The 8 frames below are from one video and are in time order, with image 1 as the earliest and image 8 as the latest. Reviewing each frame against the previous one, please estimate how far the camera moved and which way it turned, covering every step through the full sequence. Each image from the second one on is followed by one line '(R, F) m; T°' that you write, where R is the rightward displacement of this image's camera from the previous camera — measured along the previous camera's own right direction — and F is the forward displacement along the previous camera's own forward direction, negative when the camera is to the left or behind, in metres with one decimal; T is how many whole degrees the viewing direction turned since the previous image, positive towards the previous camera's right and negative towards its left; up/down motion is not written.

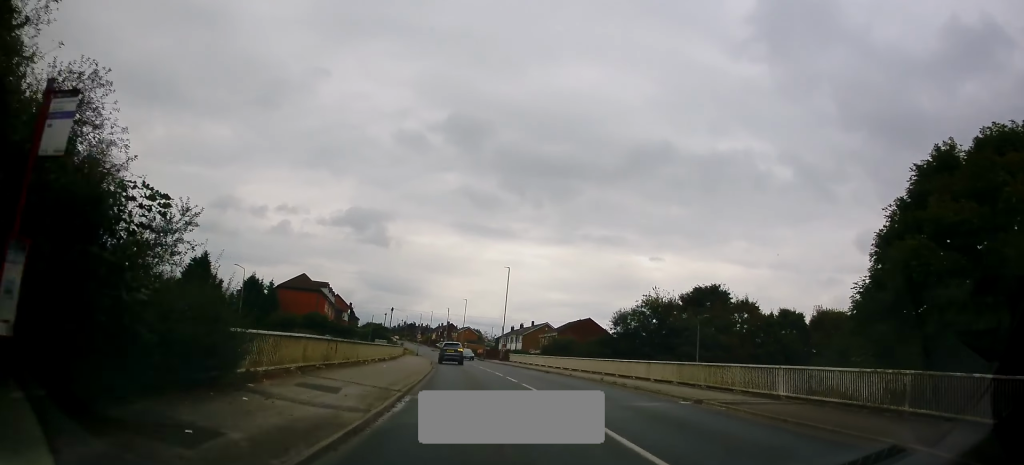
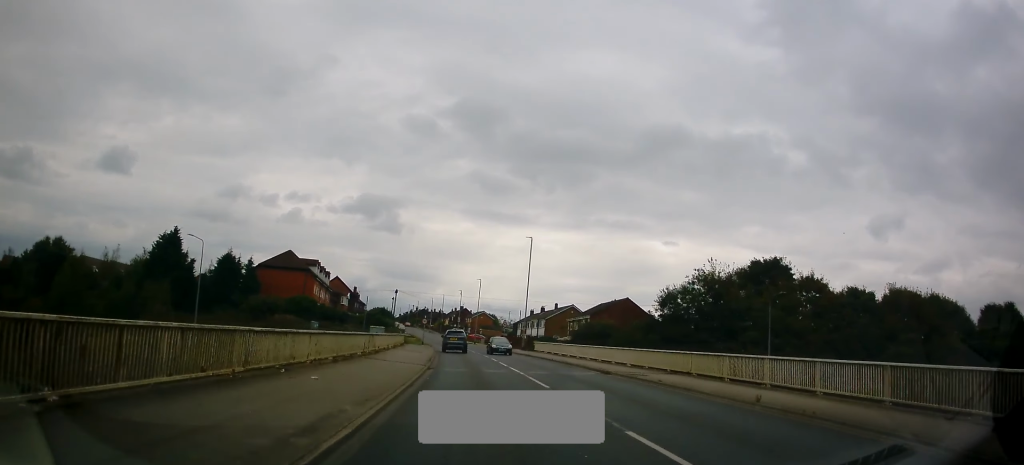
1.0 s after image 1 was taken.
(-0.1, +13.2) m; 0°
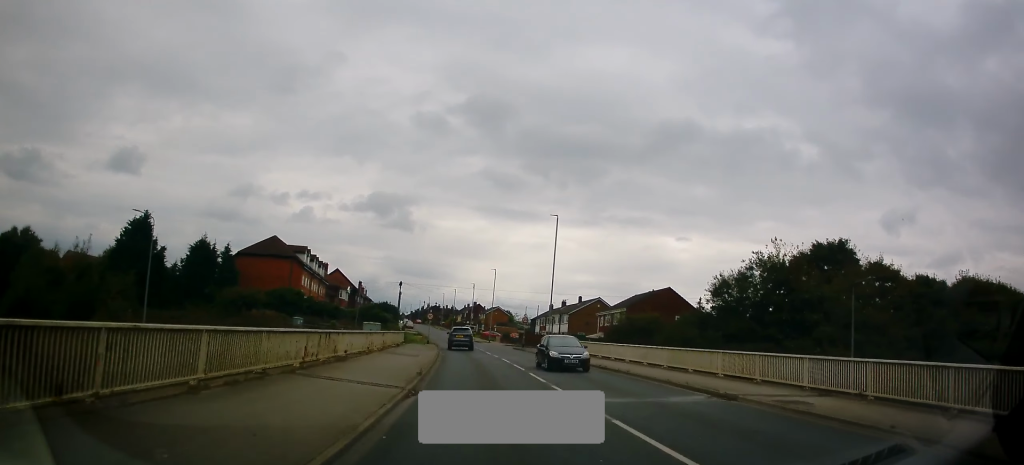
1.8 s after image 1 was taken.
(+0.1, +10.7) m; -1°
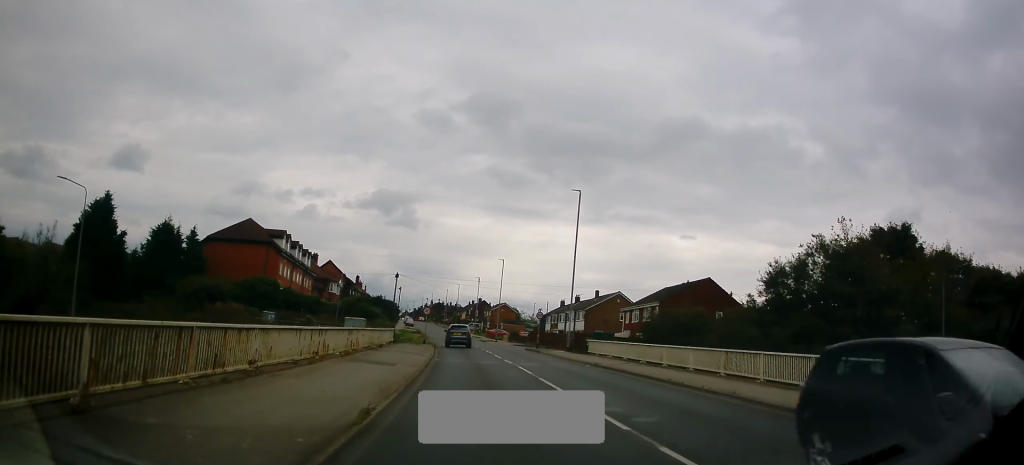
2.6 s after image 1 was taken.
(-0.3, +8.7) m; -3°
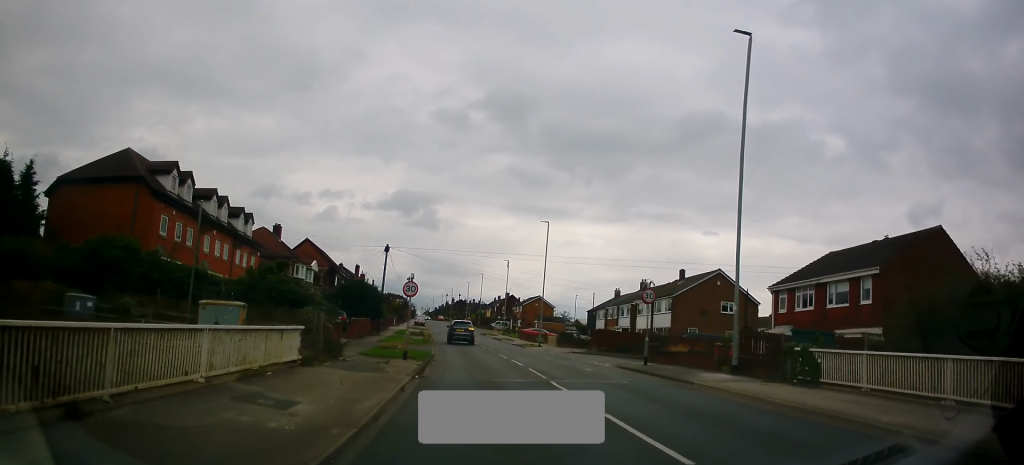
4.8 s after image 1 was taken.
(+0.1, +24.6) m; 0°
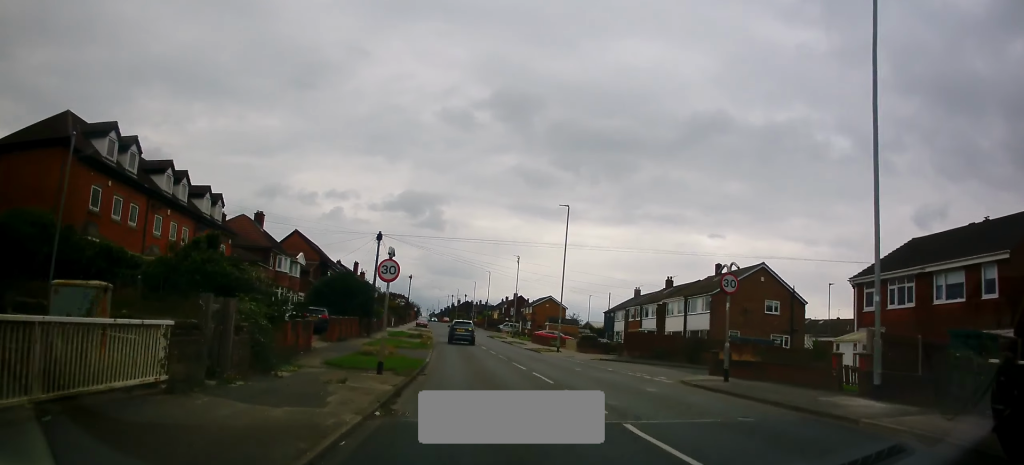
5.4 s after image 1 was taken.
(-0.3, +6.5) m; -2°
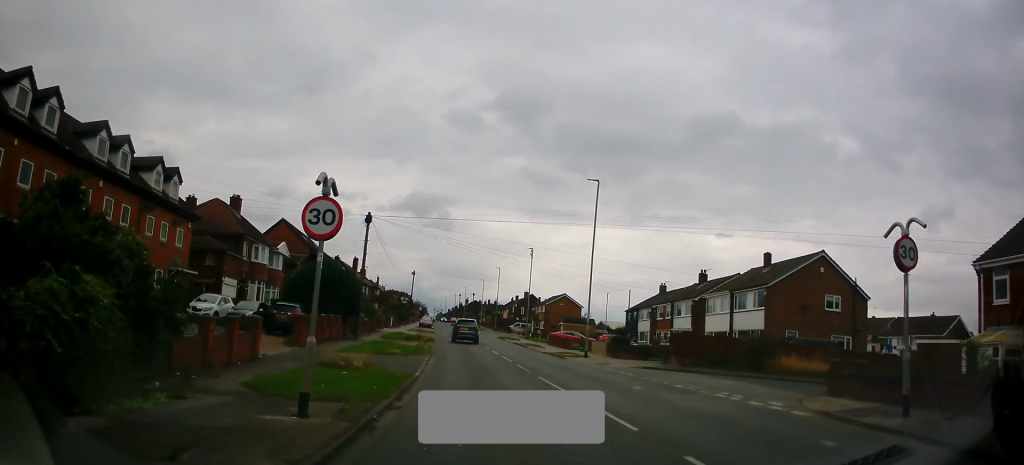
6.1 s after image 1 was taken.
(-0.1, +6.6) m; -1°
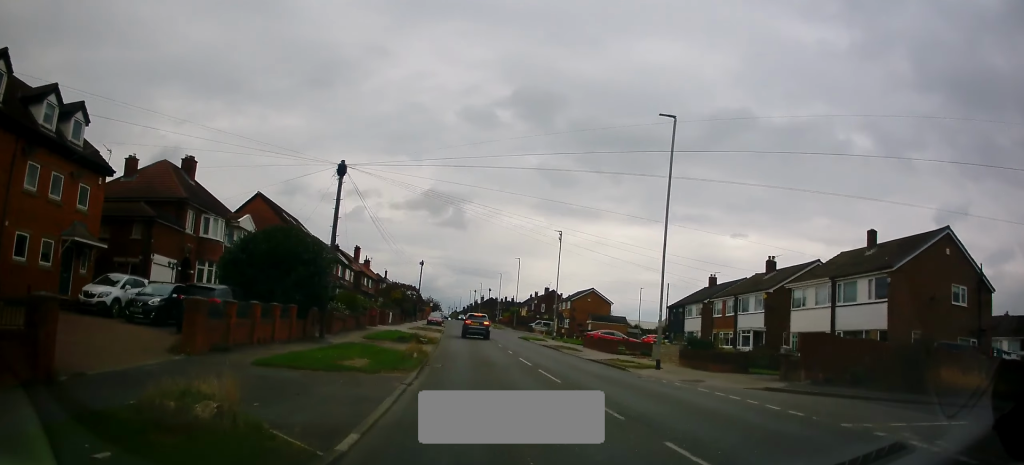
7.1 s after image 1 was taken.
(0.0, +9.1) m; 0°
